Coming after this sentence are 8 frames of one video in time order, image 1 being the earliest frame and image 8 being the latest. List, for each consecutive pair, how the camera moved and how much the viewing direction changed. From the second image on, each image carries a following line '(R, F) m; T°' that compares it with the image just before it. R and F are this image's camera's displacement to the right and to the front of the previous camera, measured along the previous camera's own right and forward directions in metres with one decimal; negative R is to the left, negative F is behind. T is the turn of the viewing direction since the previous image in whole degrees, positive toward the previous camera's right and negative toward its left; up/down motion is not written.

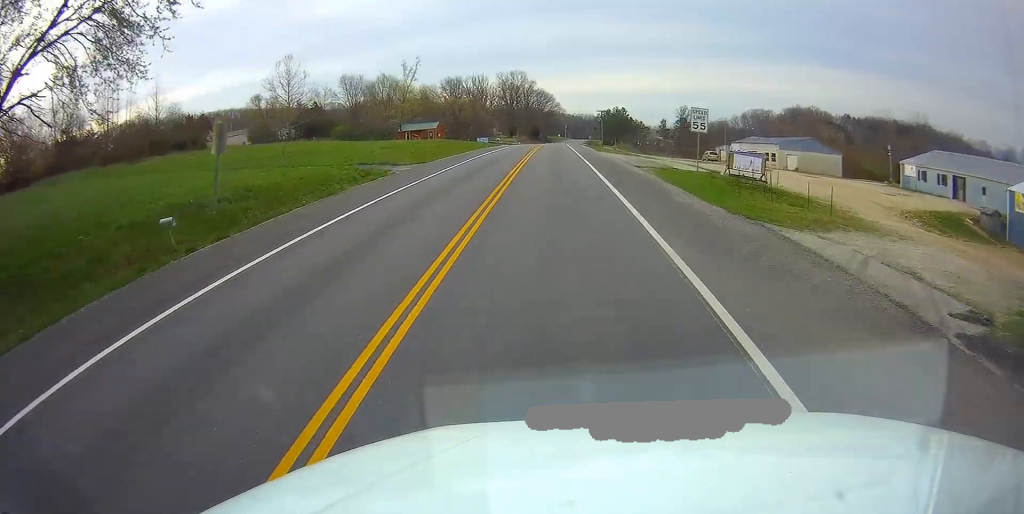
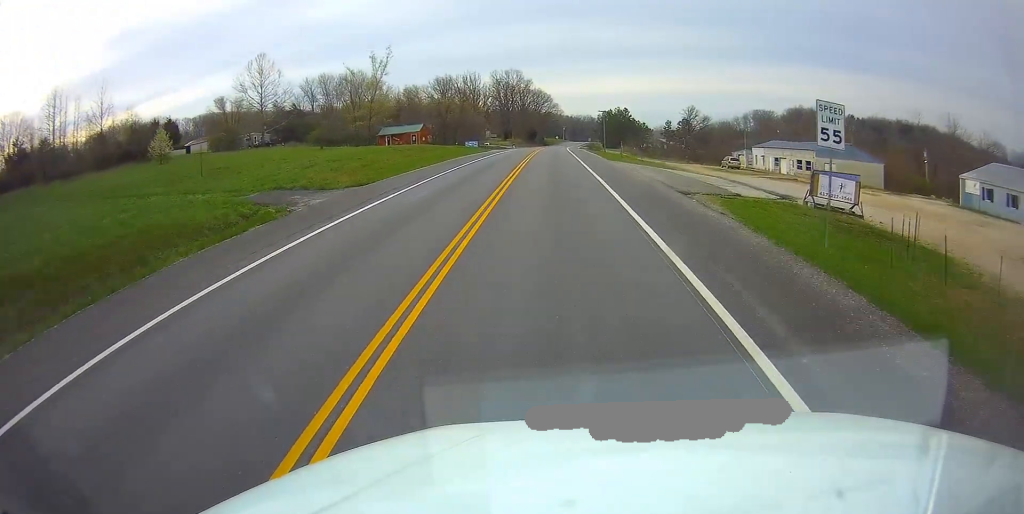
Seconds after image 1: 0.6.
(-0.2, +12.5) m; -1°
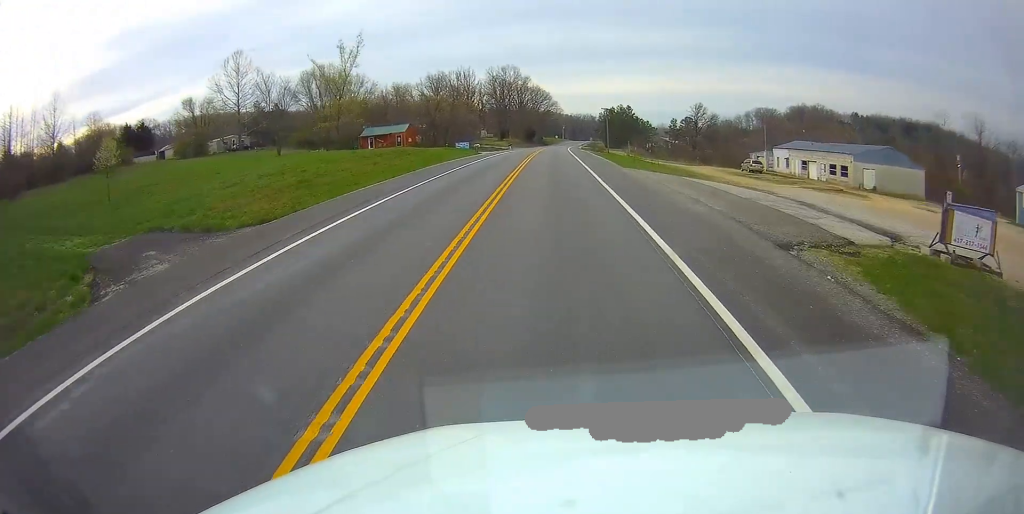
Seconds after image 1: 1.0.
(0.0, +9.6) m; +1°
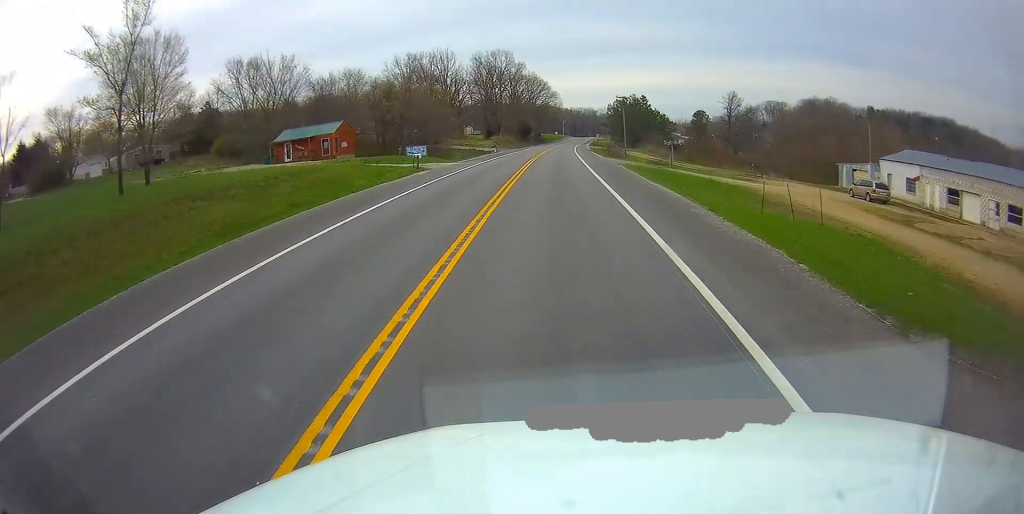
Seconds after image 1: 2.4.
(+0.6, +30.3) m; +1°
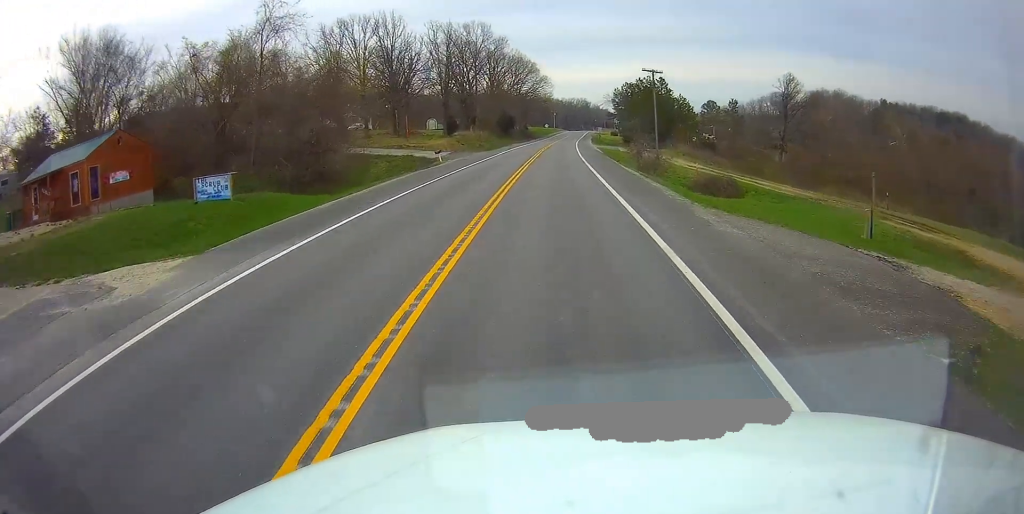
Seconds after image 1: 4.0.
(-0.9, +36.4) m; -1°
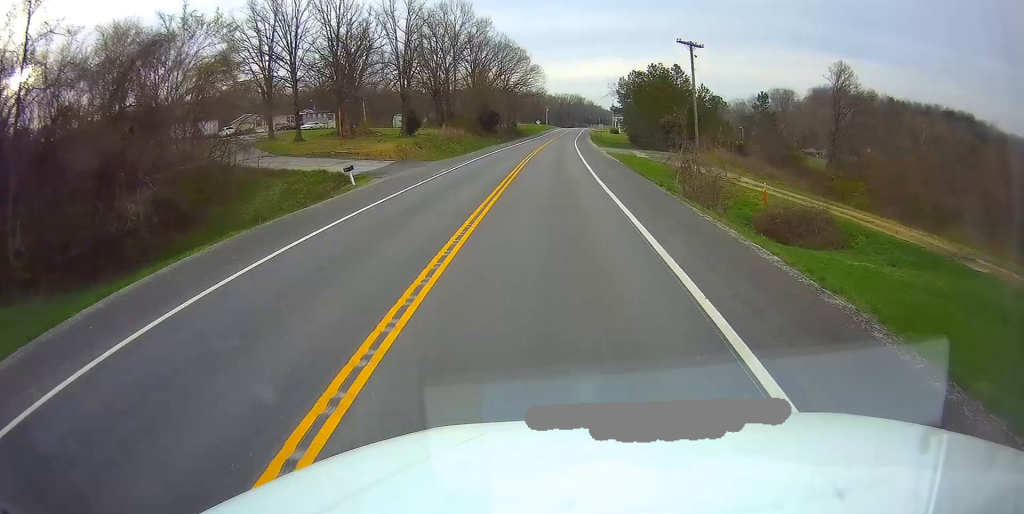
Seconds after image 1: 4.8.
(+0.1, +20.1) m; +1°
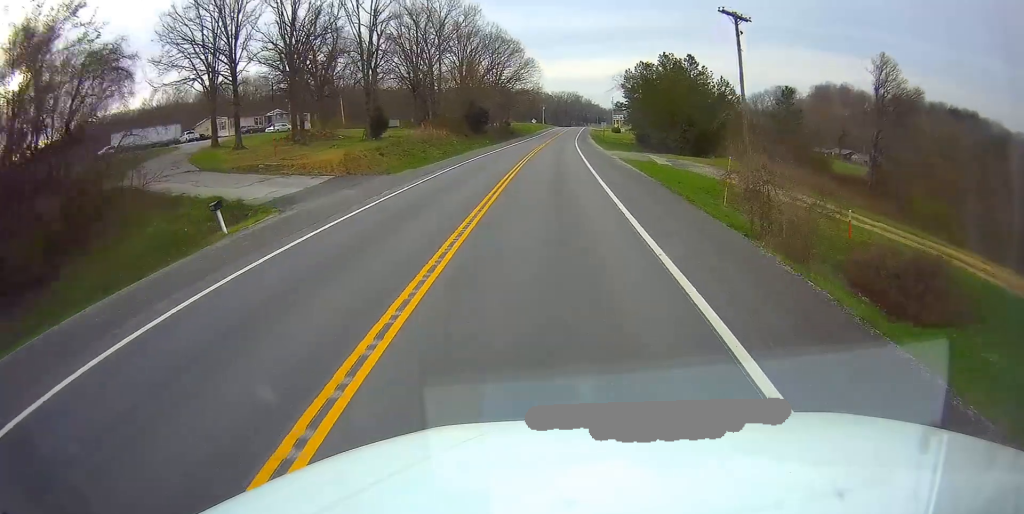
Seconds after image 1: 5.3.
(+0.5, +11.7) m; +1°
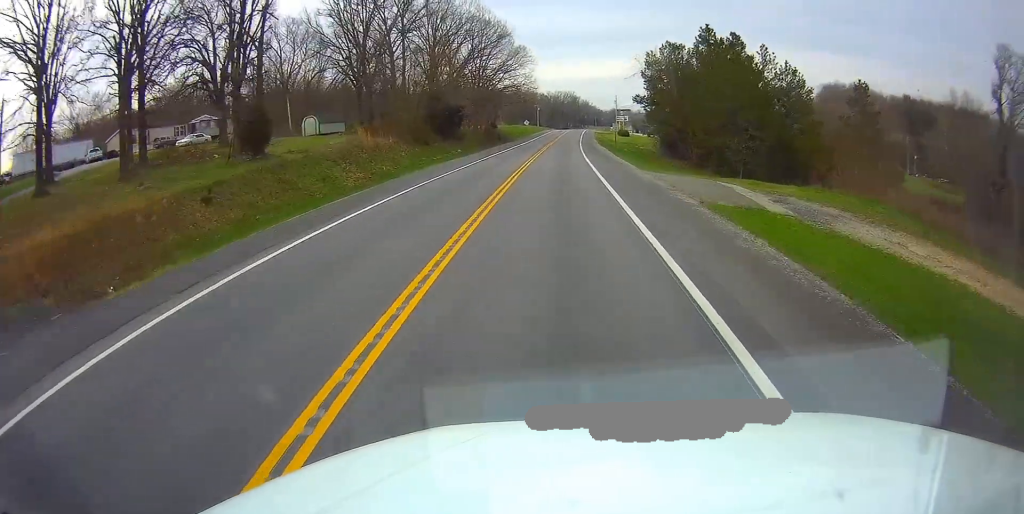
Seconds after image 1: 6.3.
(-0.2, +22.7) m; -1°
